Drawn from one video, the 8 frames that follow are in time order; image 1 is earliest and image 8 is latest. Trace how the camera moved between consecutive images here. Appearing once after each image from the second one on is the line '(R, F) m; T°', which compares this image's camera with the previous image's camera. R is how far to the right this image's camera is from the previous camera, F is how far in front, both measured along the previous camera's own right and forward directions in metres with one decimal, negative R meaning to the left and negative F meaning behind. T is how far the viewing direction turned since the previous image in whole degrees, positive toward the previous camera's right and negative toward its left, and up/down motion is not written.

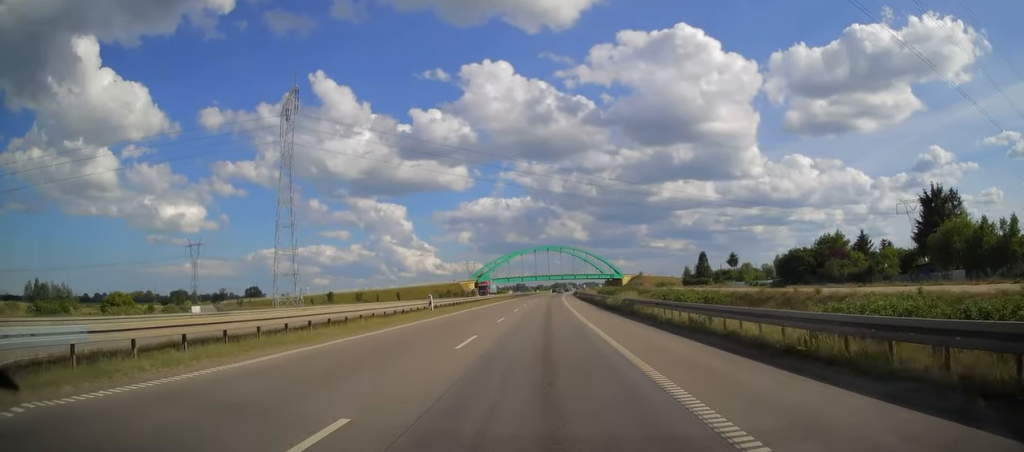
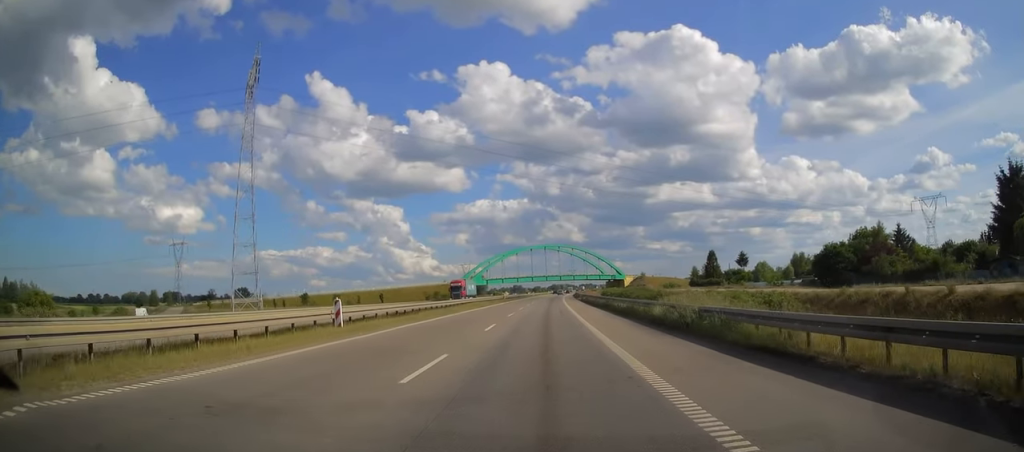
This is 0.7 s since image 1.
(+0.1, +17.3) m; 0°
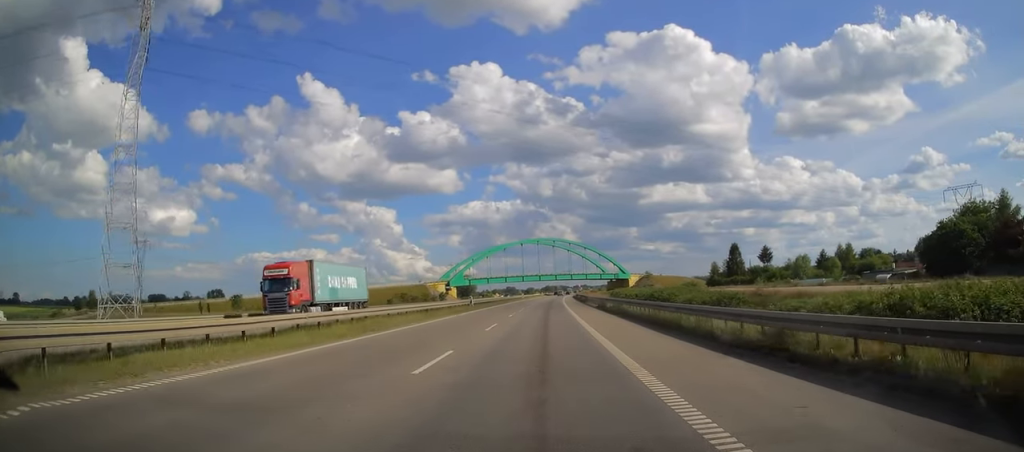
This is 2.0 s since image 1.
(+0.2, +35.1) m; +1°
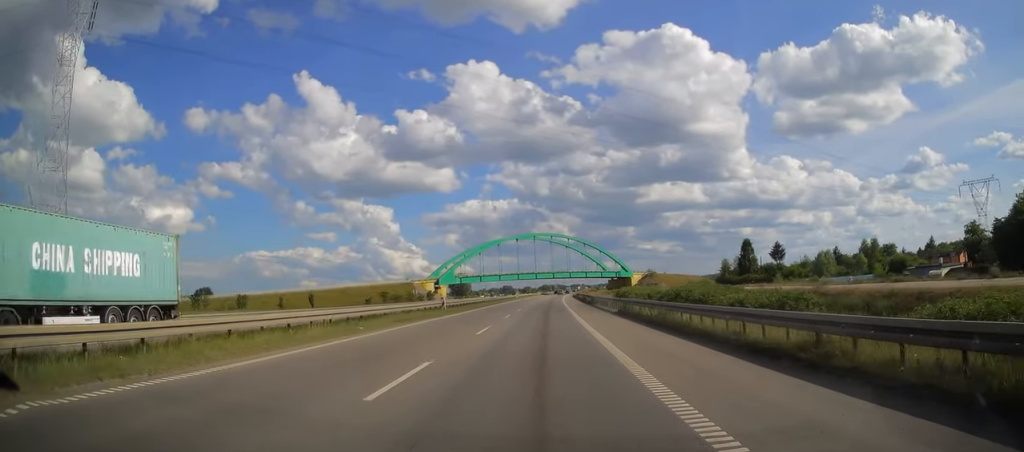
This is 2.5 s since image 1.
(0.0, +14.7) m; 0°
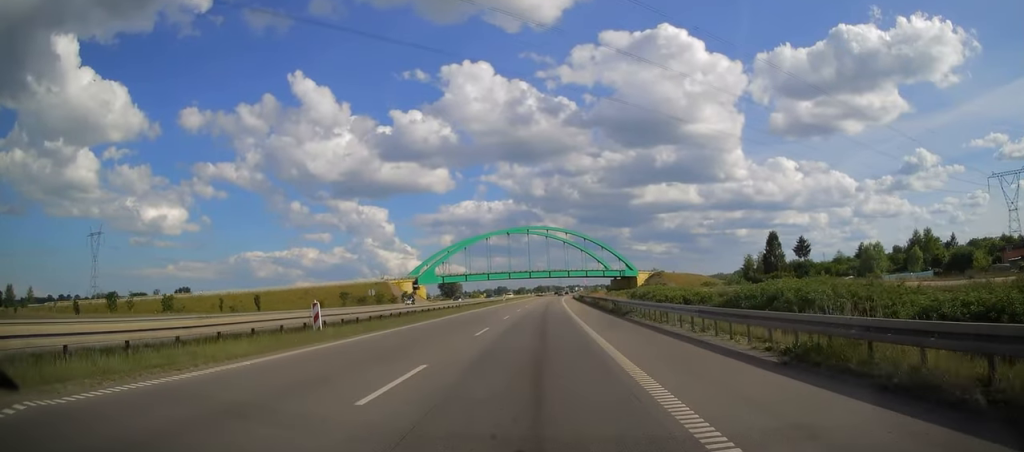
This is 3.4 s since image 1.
(+0.1, +24.5) m; +1°
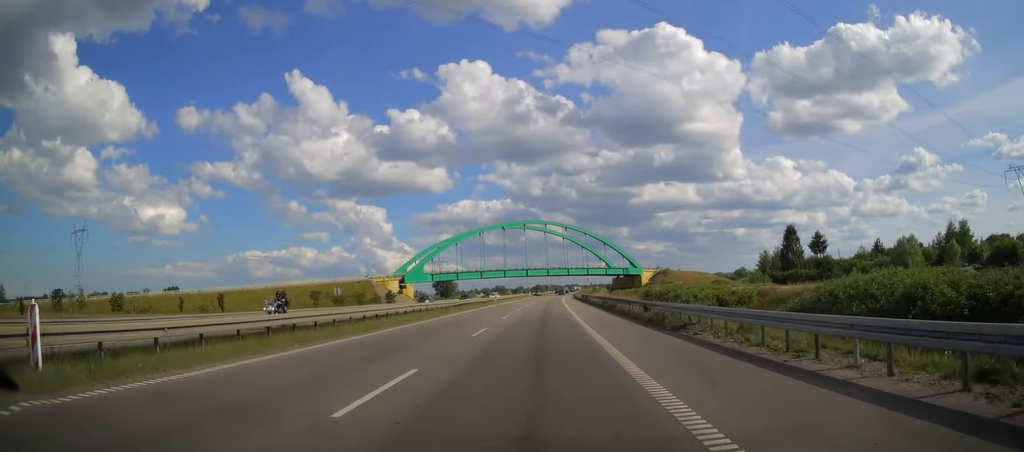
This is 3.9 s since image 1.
(0.0, +12.9) m; 0°
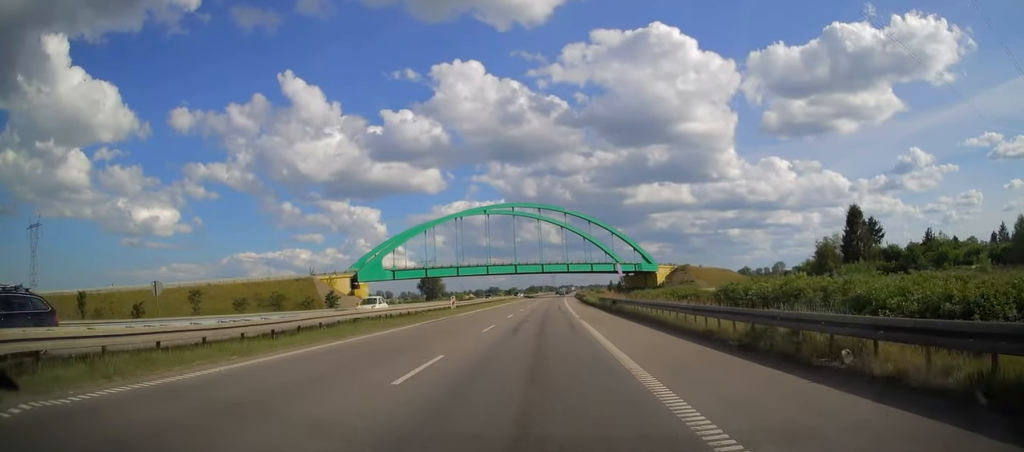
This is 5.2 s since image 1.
(+0.1, +33.9) m; +1°
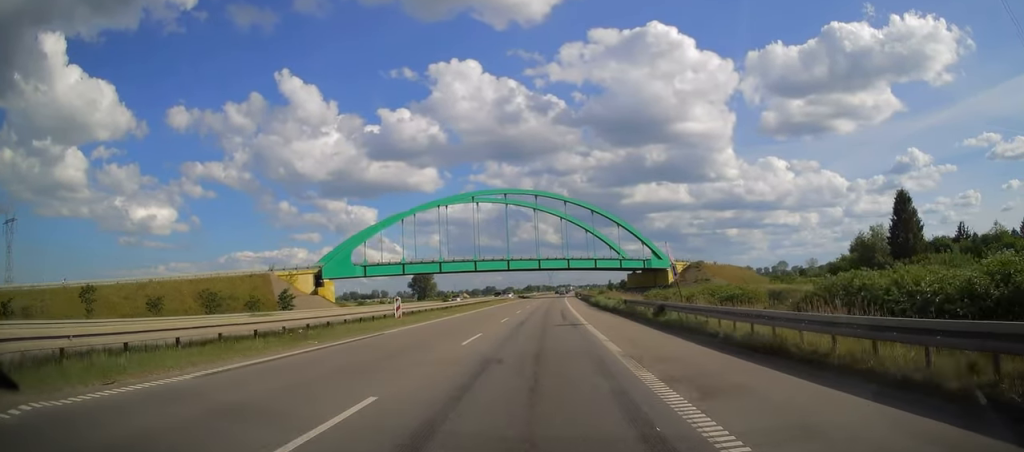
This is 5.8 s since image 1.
(+0.1, +17.4) m; 0°
